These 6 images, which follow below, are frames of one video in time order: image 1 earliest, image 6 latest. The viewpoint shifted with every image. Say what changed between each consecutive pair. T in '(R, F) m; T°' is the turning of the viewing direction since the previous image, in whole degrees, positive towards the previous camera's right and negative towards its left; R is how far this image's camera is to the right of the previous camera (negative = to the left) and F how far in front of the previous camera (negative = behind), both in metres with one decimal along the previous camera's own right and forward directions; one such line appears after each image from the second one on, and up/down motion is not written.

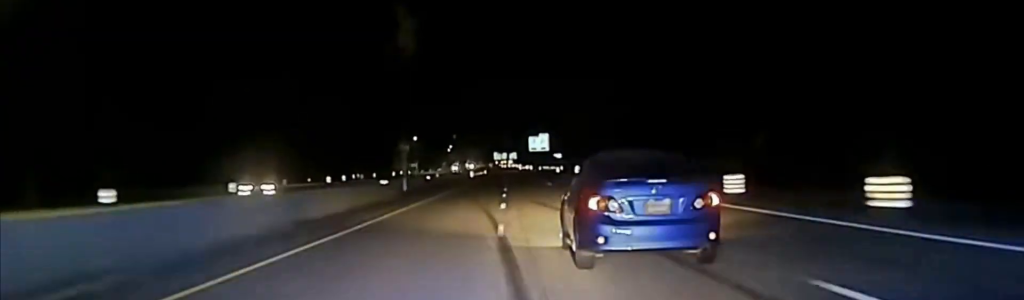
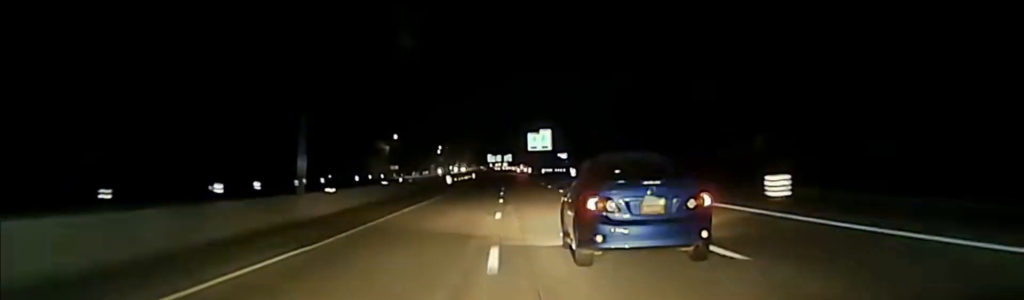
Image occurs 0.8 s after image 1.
(+0.2, +41.0) m; +1°
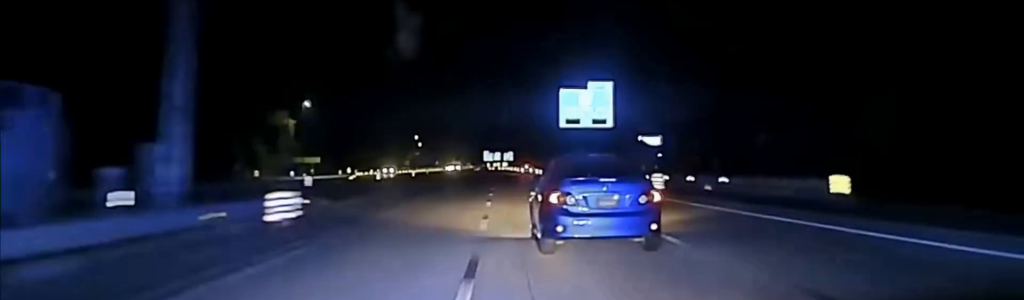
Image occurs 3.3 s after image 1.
(+0.9, +119.1) m; 0°
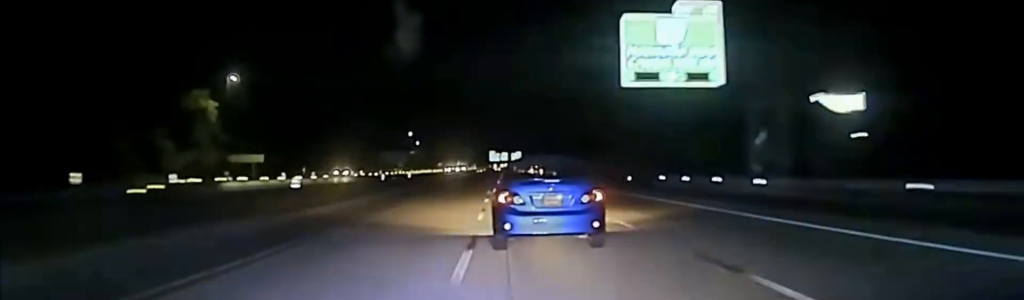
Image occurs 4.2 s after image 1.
(-0.2, +44.5) m; 0°
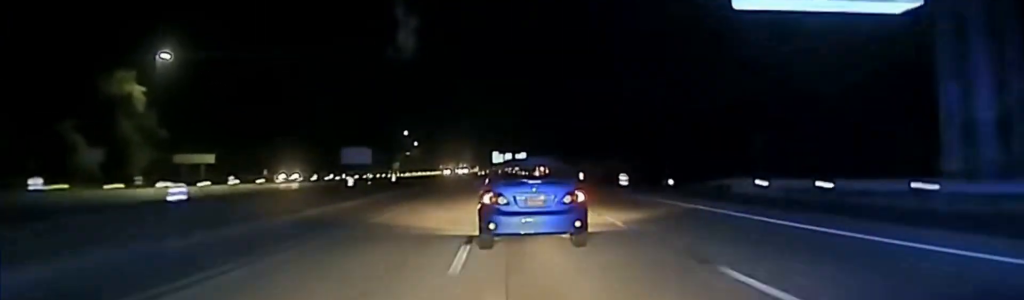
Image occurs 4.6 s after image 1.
(0.0, +22.3) m; 0°
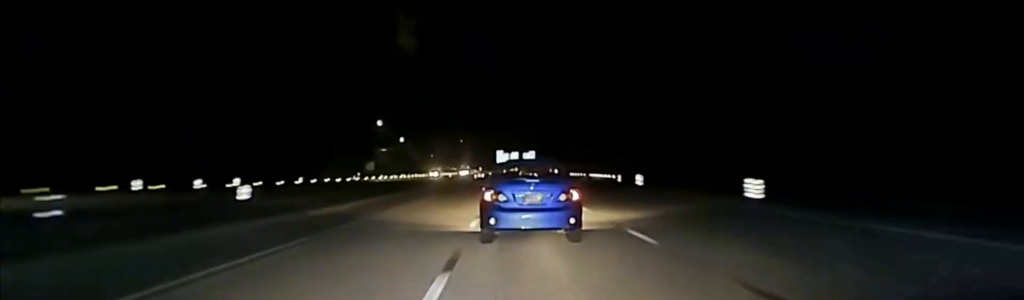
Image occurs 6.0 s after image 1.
(-0.5, +65.3) m; -1°
